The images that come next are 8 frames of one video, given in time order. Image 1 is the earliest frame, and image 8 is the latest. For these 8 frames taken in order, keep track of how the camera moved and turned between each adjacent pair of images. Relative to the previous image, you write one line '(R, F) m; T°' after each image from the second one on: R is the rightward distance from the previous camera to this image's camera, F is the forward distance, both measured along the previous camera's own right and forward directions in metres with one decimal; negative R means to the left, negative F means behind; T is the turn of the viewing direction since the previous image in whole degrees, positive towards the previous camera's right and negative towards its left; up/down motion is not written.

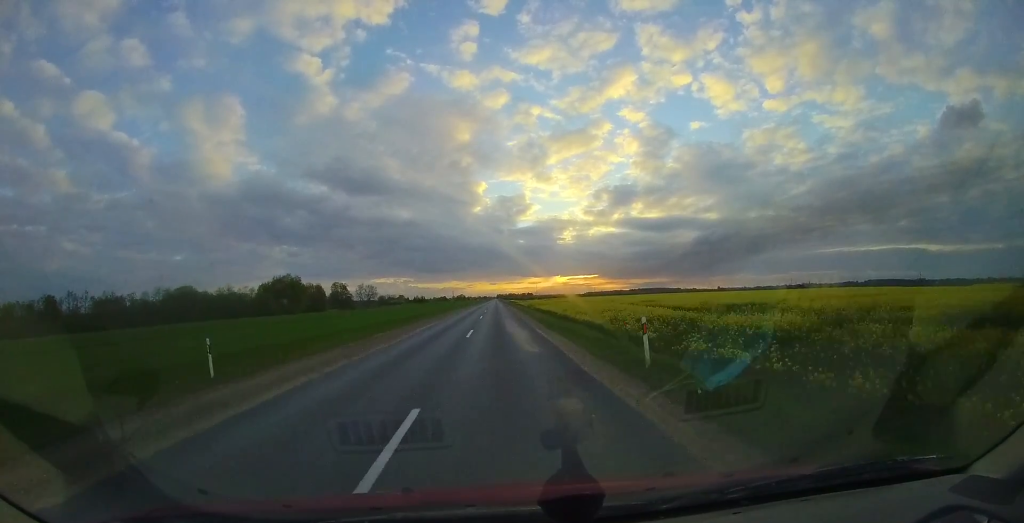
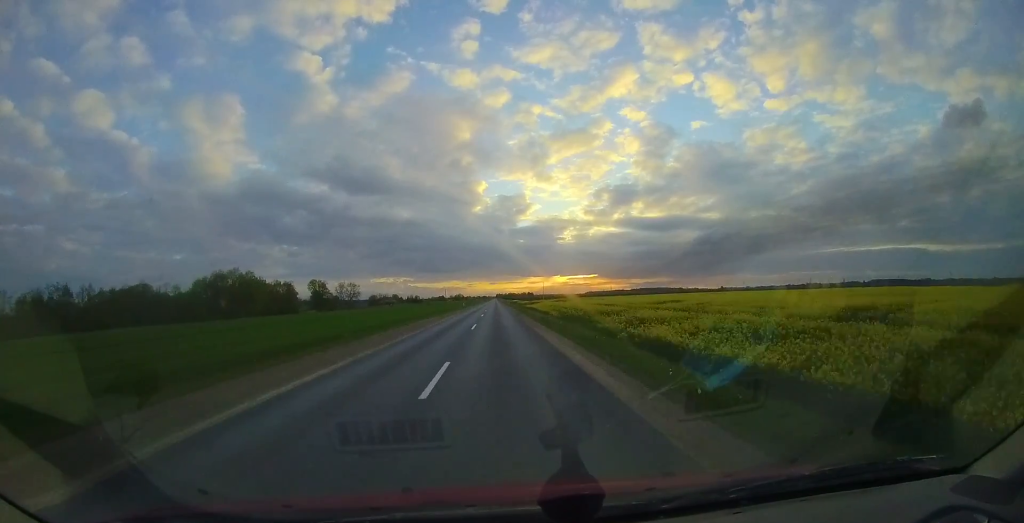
(-0.1, +31.9) m; 0°
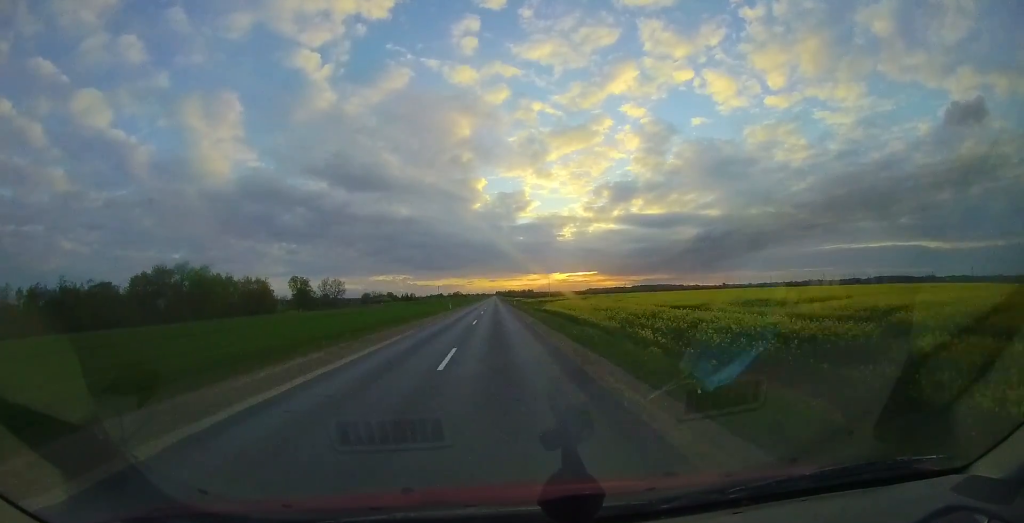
(0.0, +22.2) m; +1°
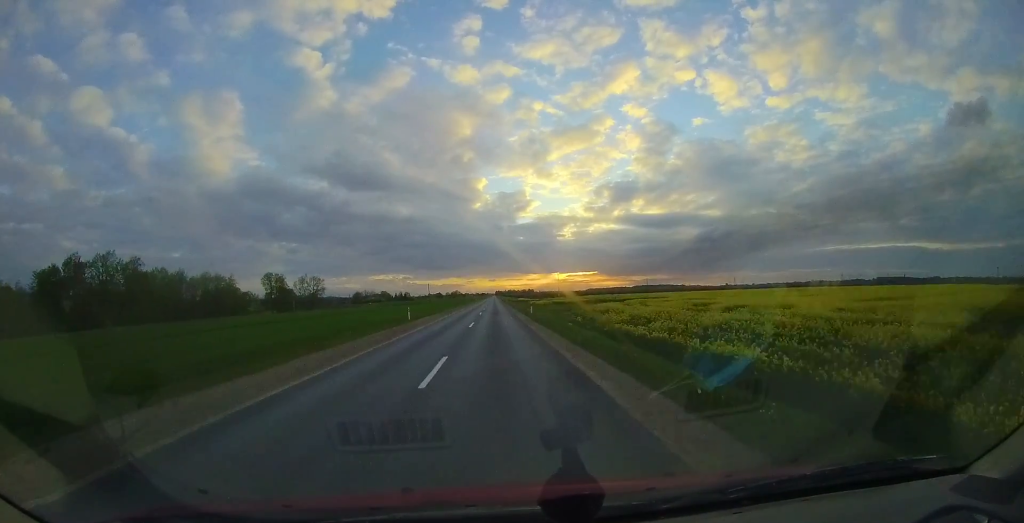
(+0.3, +25.9) m; 0°
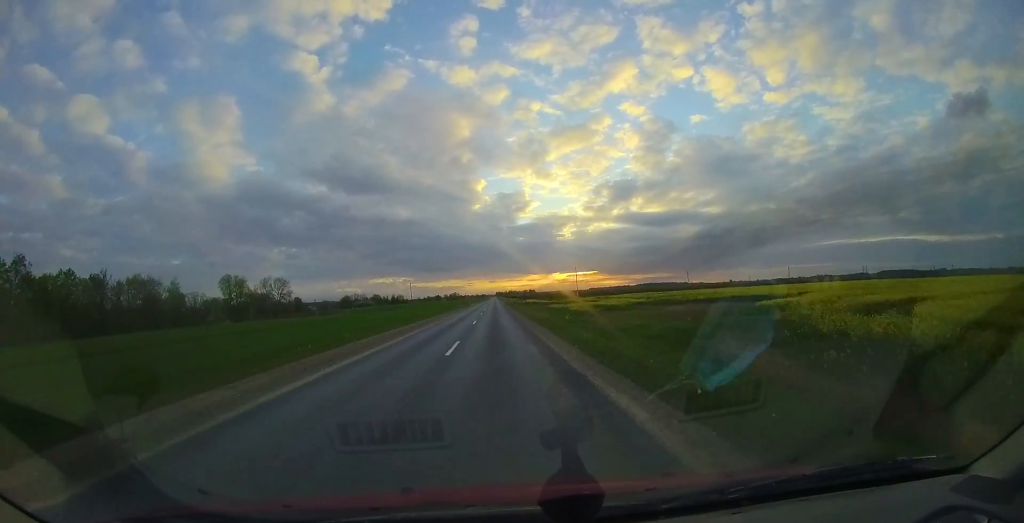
(-0.5, +32.1) m; -1°
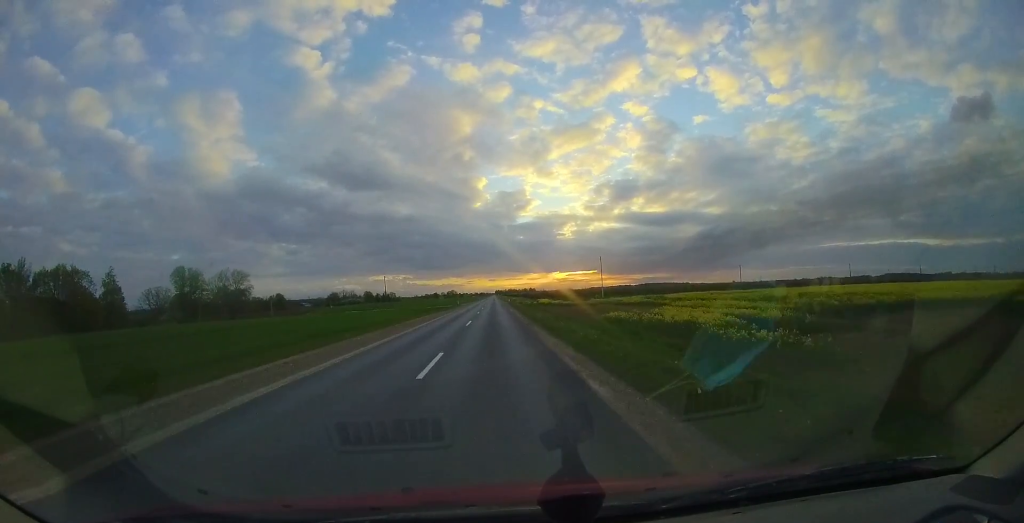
(-0.1, +26.8) m; 0°
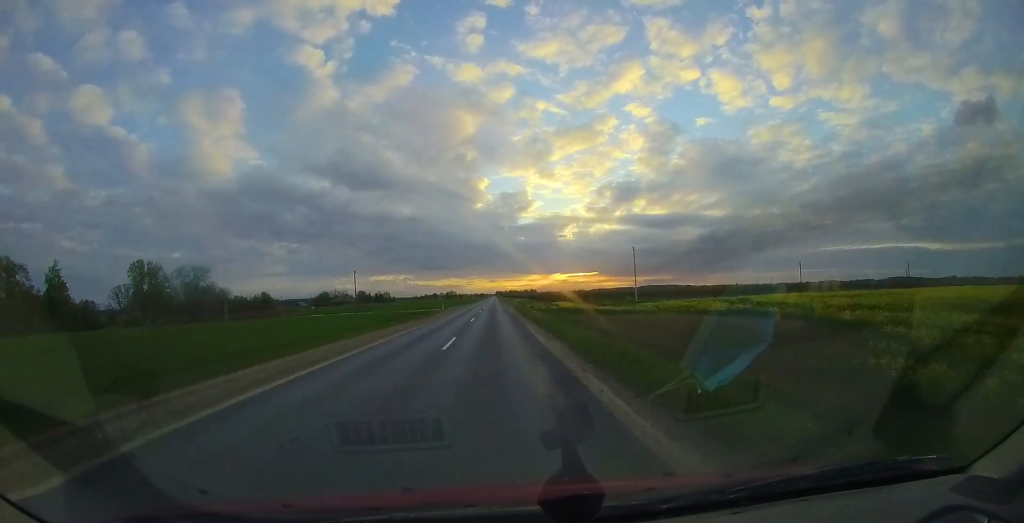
(+0.1, +20.5) m; +1°
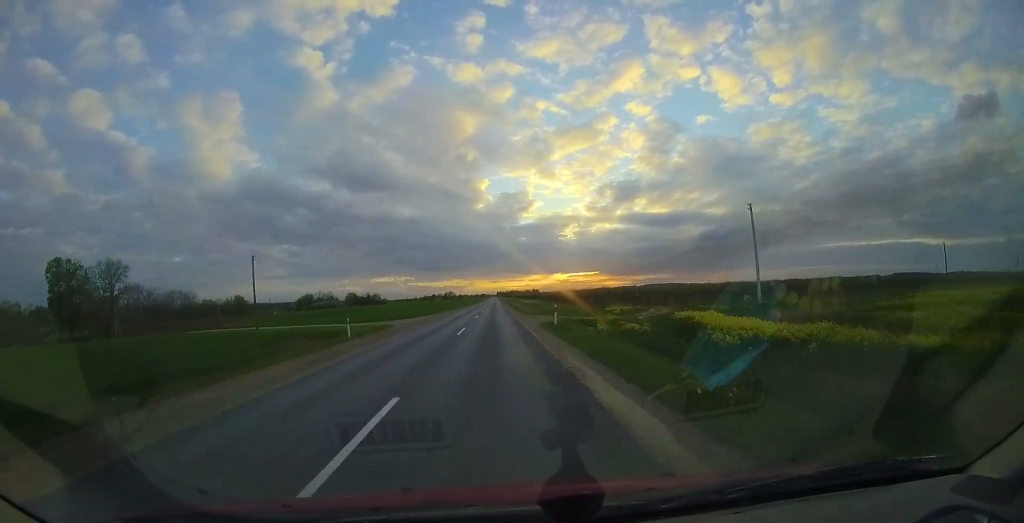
(+0.1, +32.8) m; -1°
